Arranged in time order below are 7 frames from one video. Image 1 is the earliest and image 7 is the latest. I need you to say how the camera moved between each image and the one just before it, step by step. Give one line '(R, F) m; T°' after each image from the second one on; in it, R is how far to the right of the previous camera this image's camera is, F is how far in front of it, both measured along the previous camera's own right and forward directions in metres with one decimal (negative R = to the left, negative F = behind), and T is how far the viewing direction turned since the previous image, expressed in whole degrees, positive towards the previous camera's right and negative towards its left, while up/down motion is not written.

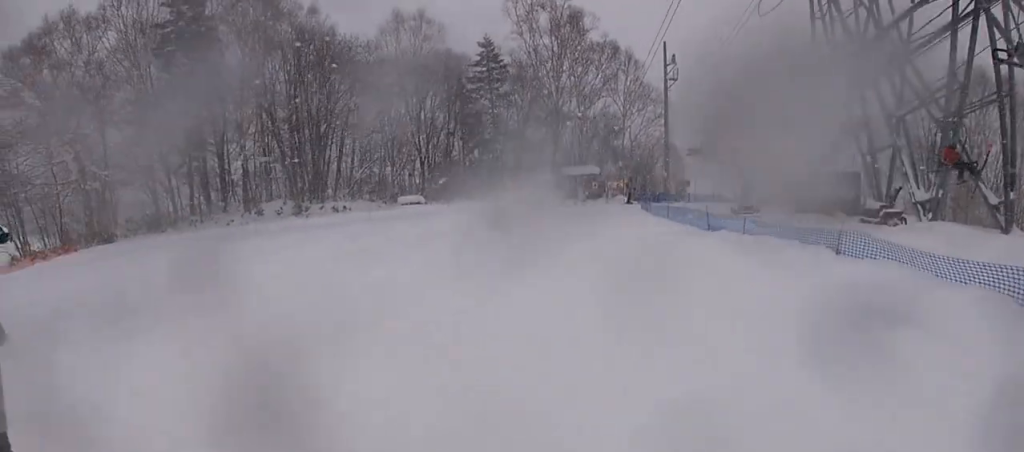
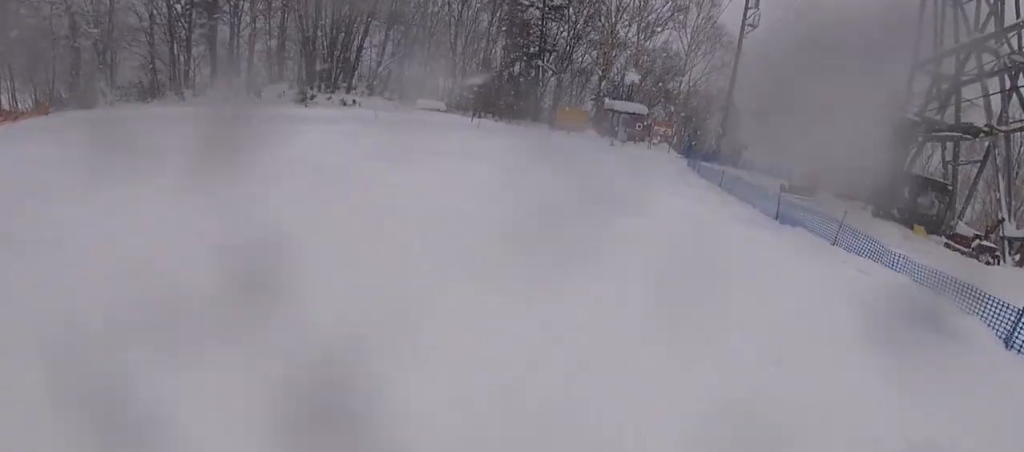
(+0.8, +3.7) m; +6°
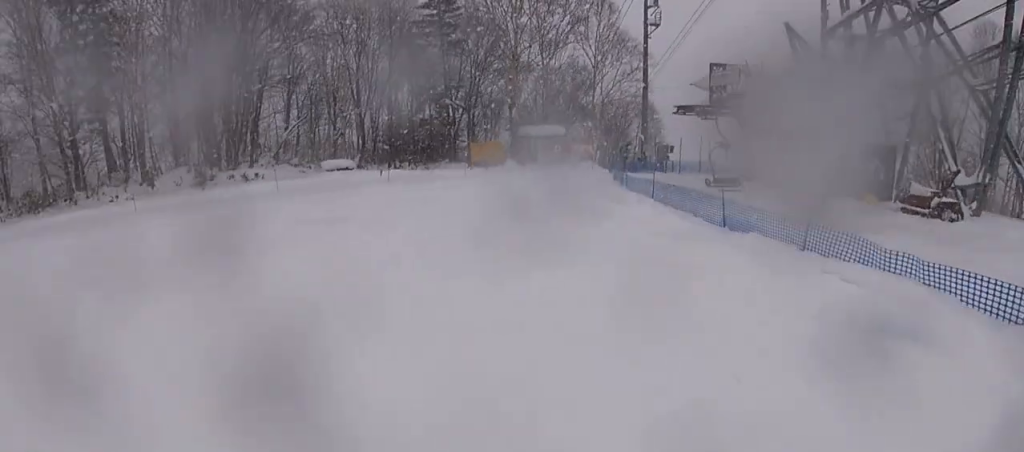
(-0.4, +2.0) m; -1°
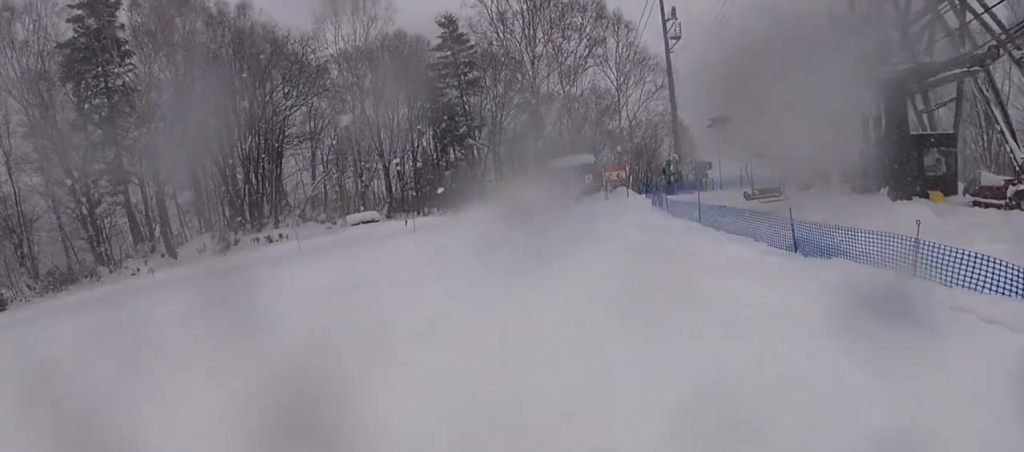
(-0.1, +1.7) m; 0°
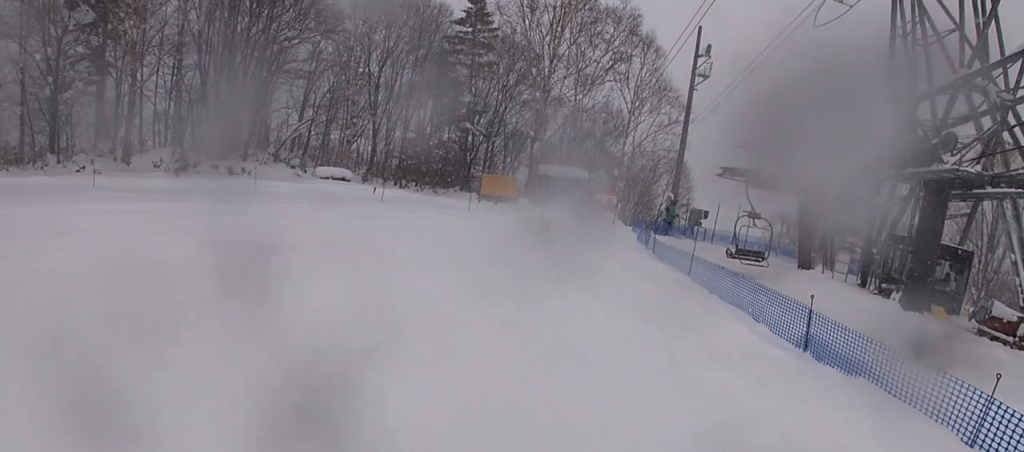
(+0.4, +2.1) m; 0°
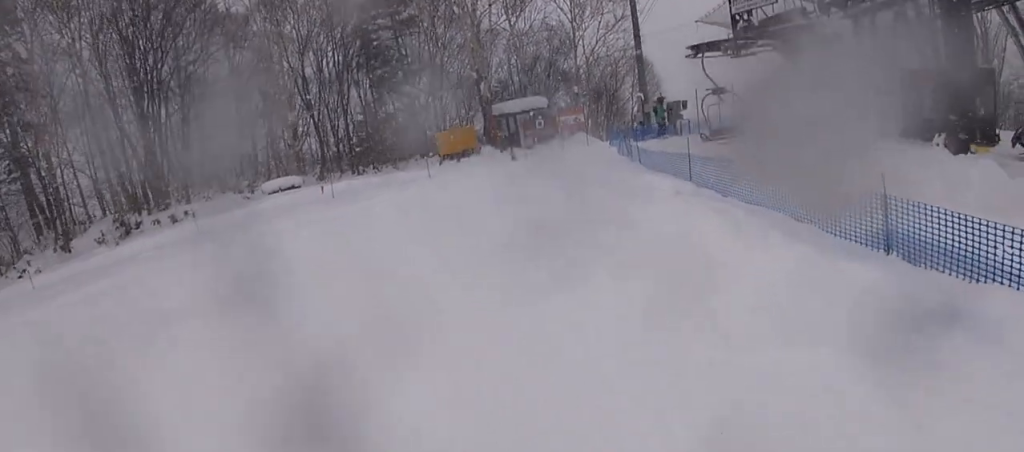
(-0.2, +2.5) m; -10°
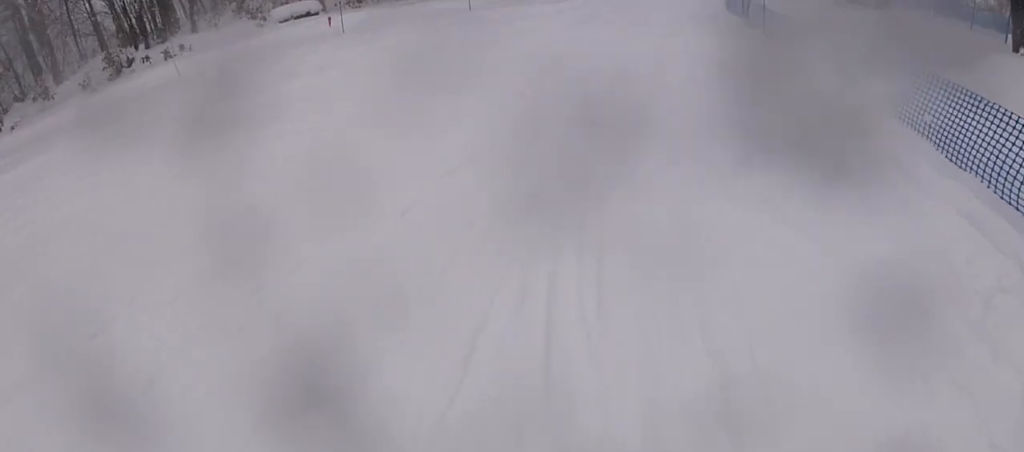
(-0.9, +4.7) m; -11°
